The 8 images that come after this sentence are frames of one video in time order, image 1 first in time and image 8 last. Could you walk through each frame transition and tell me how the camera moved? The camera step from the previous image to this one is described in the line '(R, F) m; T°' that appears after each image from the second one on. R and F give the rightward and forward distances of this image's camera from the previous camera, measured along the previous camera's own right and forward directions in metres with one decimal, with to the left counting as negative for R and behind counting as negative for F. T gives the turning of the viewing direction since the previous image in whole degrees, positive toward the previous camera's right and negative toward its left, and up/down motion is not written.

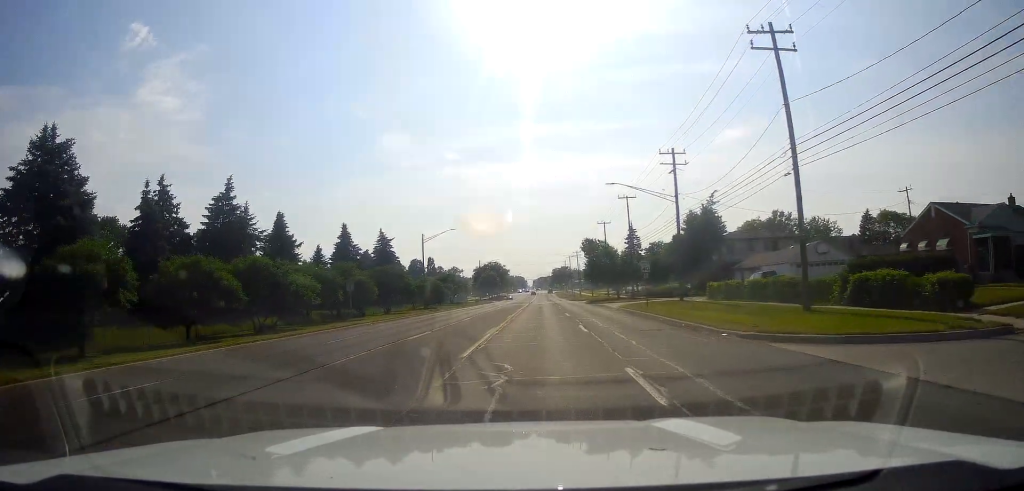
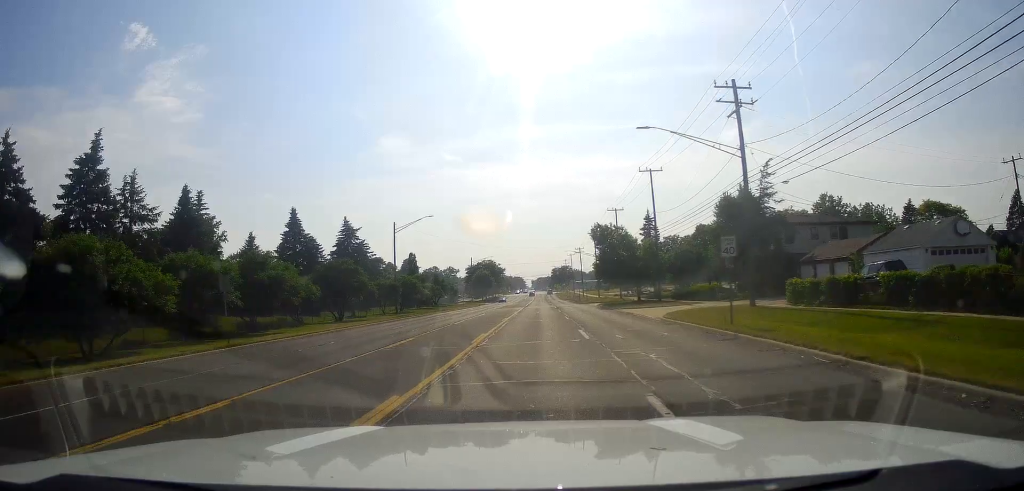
(+0.3, +18.1) m; 0°
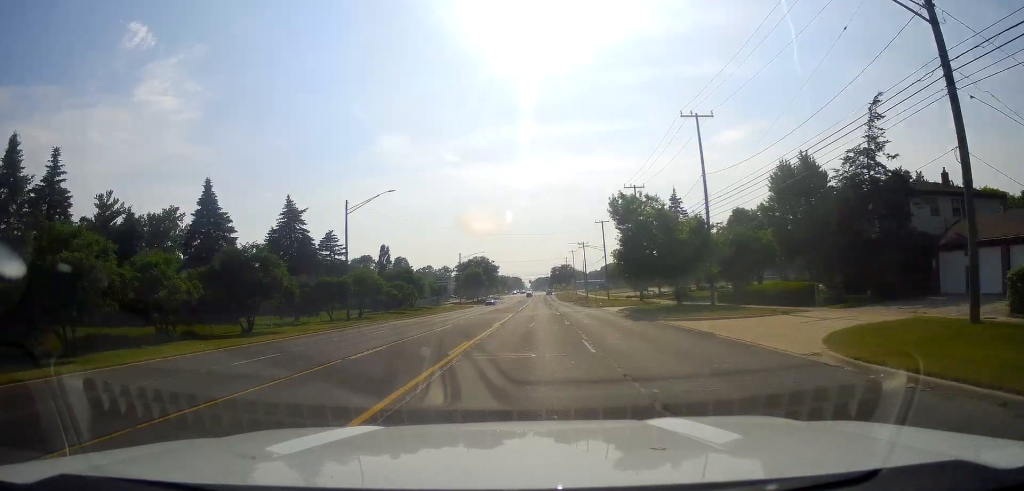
(-0.4, +19.3) m; -1°
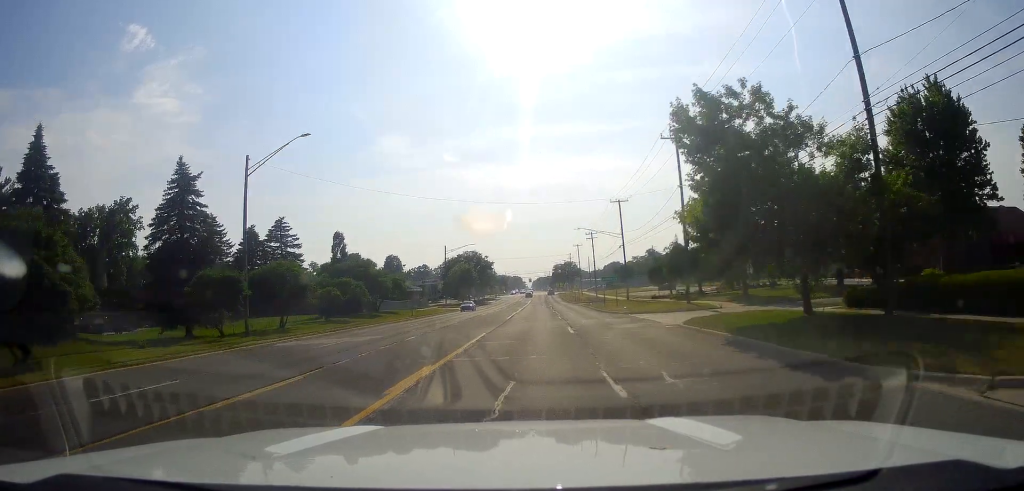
(+0.2, +21.5) m; +2°
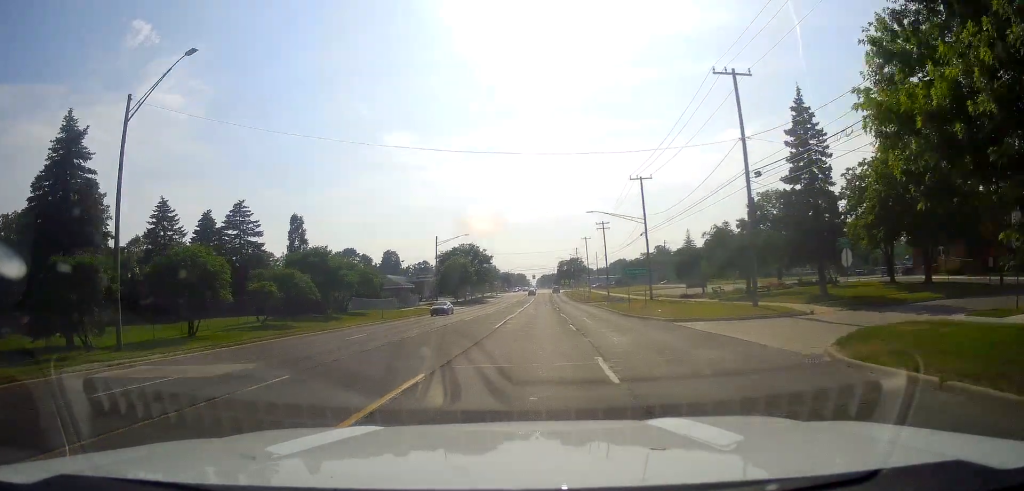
(+0.3, +13.9) m; +1°
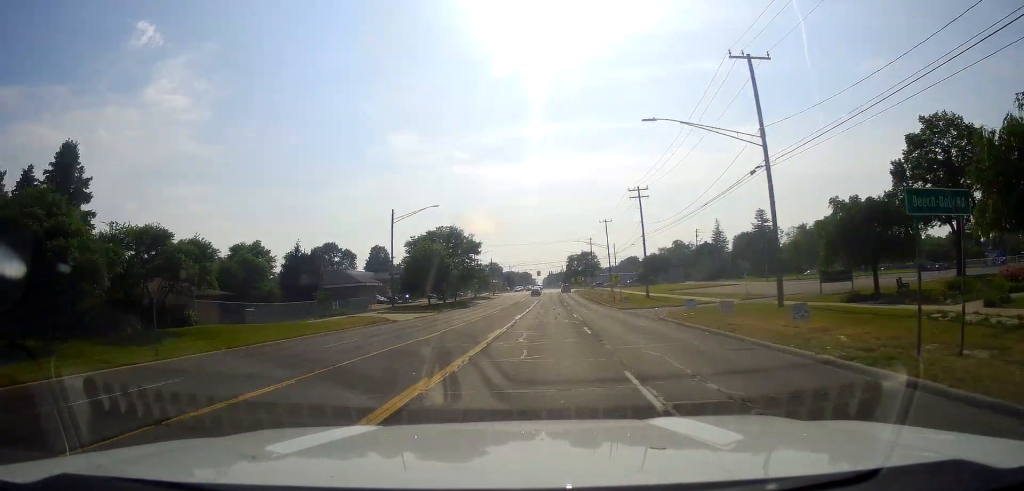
(-0.8, +33.5) m; -3°
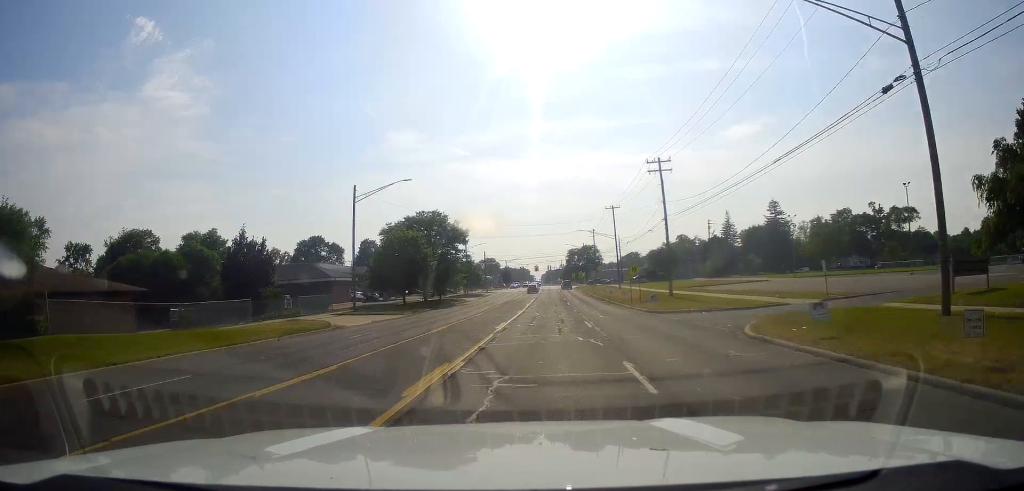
(-0.1, +13.8) m; 0°
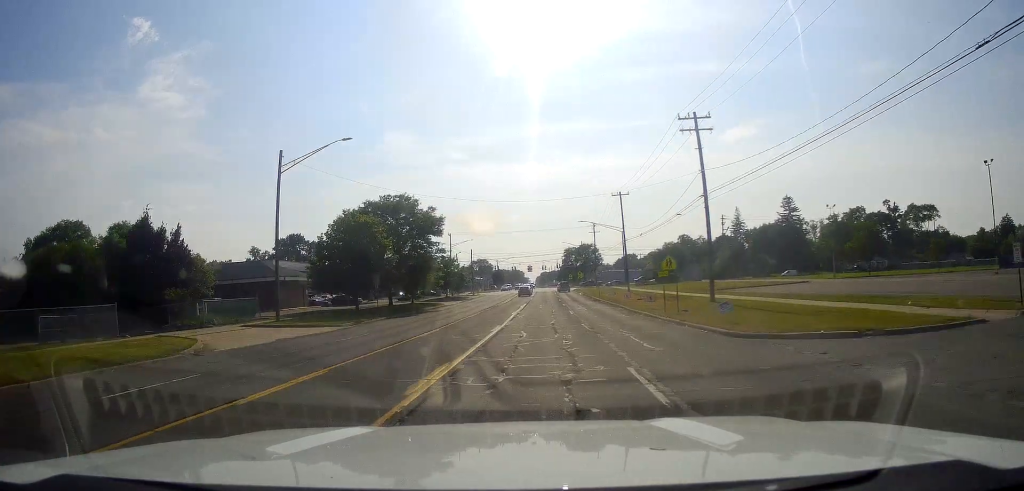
(+0.2, +16.1) m; +1°
